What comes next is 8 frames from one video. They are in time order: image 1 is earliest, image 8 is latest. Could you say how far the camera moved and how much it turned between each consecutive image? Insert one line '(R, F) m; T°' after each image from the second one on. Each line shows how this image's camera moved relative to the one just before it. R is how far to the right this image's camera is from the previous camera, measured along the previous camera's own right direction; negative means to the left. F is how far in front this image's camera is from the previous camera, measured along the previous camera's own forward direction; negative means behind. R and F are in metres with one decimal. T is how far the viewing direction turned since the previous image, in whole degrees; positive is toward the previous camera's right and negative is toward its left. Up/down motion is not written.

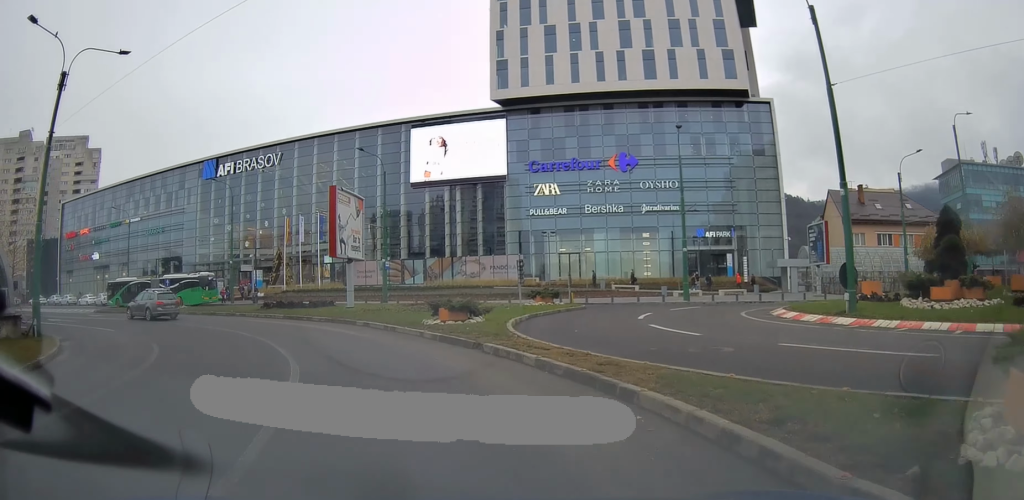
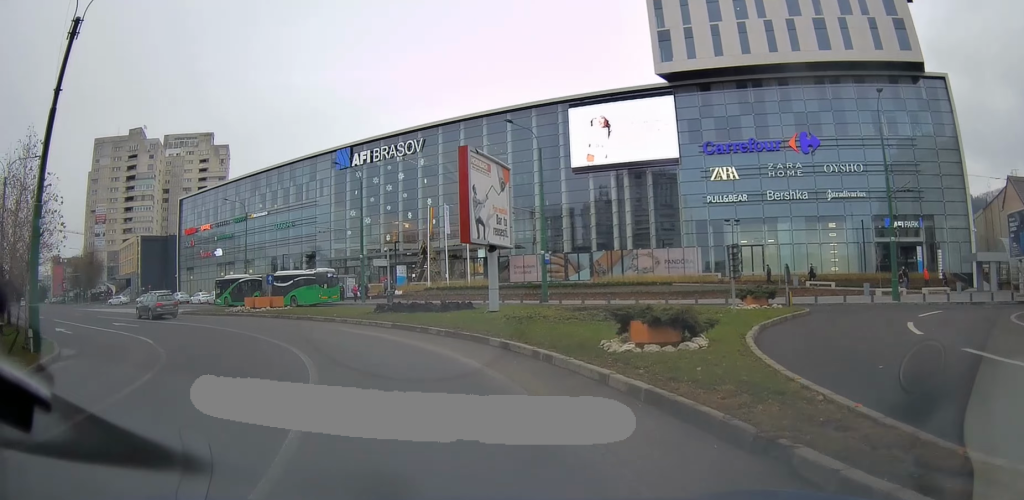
(-0.9, +7.6) m; -12°
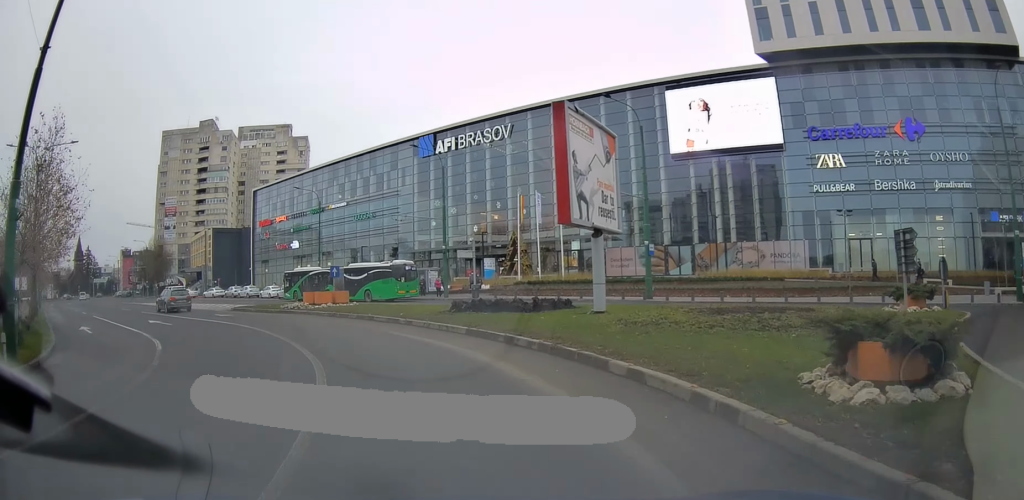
(-0.3, +4.7) m; -8°
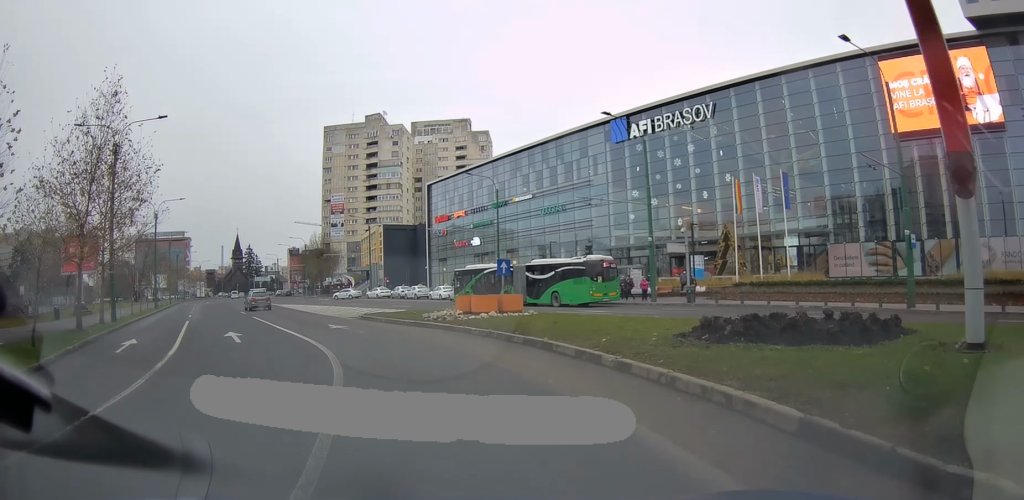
(-1.2, +9.8) m; -18°
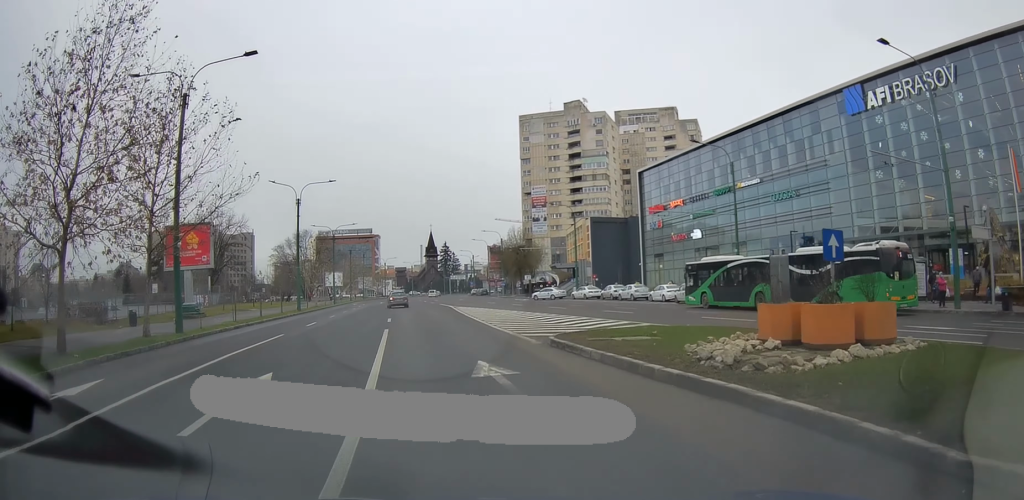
(-2.8, +12.2) m; -18°
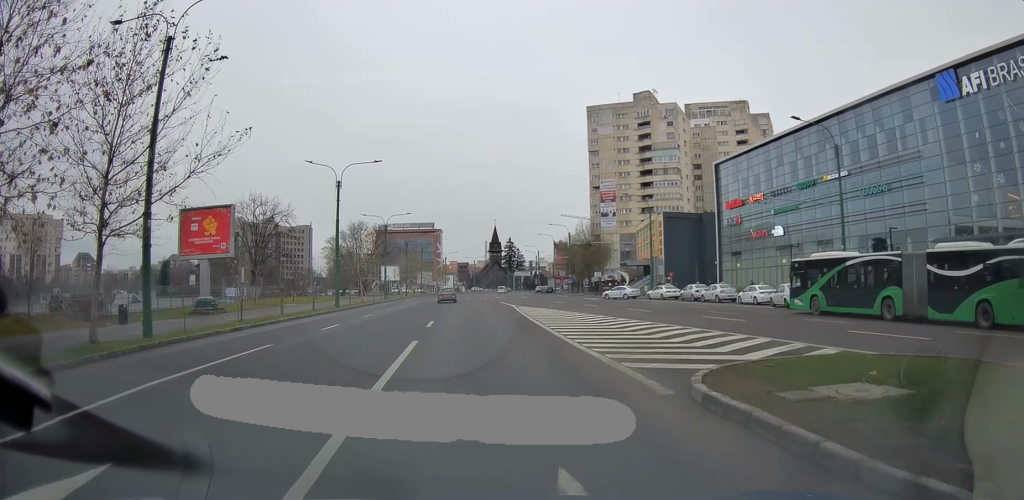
(-0.5, +6.5) m; -4°
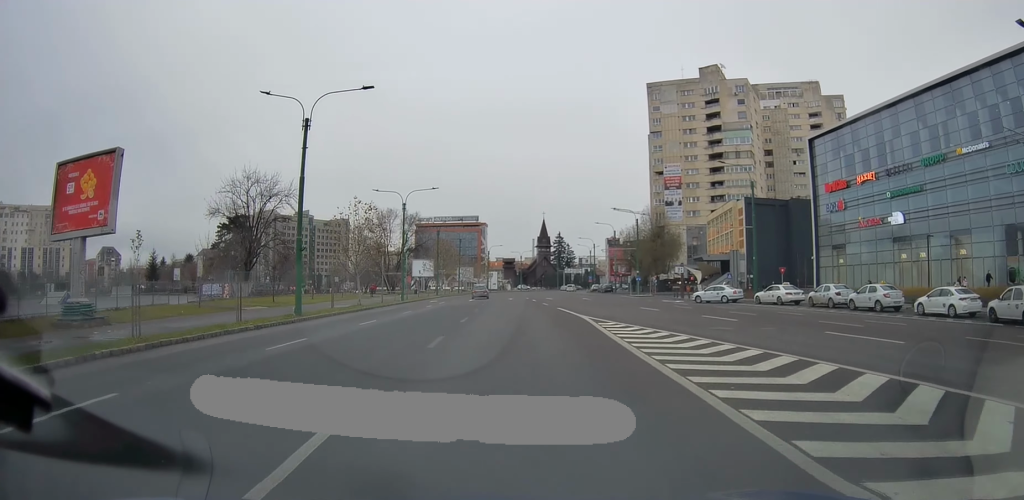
(-0.8, +17.5) m; -6°
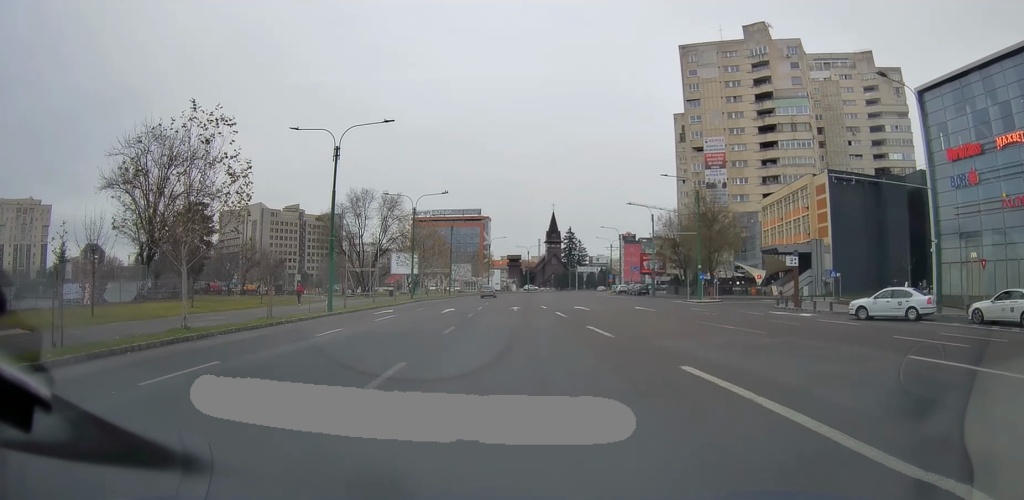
(-1.6, +25.0) m; -4°
